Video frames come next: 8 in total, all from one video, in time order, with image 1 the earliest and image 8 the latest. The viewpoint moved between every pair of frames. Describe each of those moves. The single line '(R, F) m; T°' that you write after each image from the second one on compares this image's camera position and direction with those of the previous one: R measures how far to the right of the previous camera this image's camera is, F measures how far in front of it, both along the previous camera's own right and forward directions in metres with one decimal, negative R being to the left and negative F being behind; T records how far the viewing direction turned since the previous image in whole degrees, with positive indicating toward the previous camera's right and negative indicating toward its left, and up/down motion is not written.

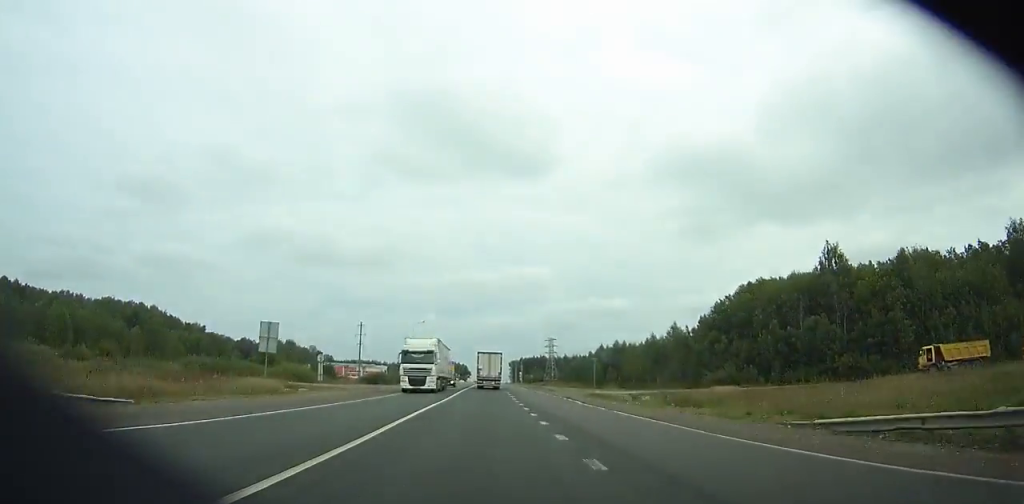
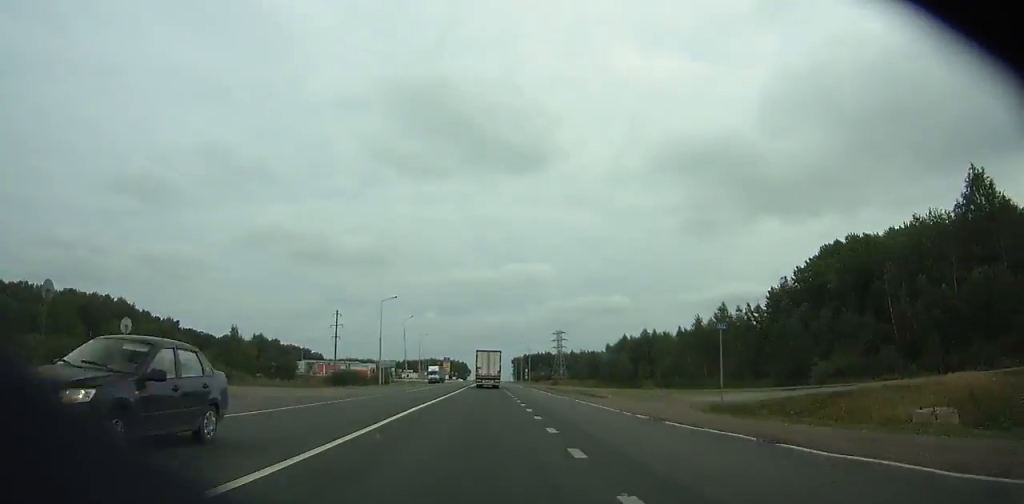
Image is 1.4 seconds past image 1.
(+0.1, +31.0) m; 0°
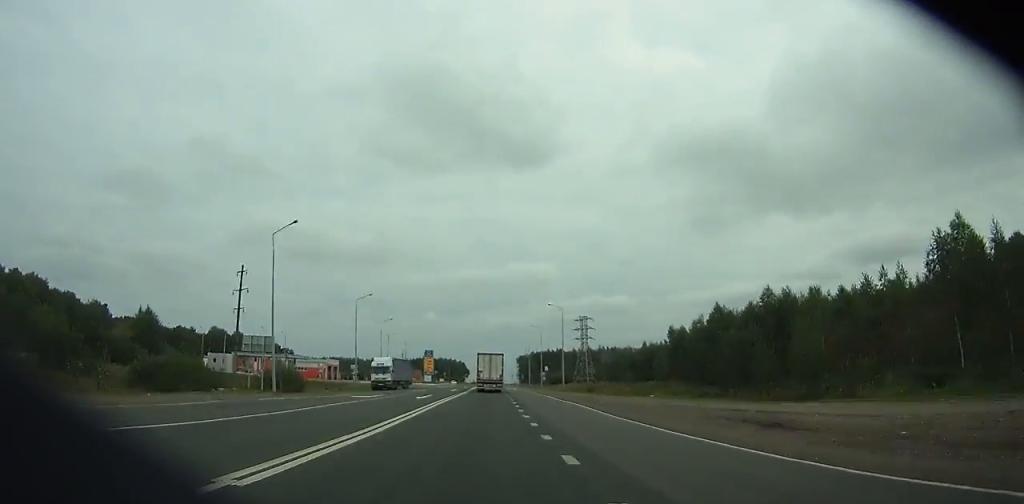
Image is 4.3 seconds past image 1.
(+0.1, +63.9) m; 0°
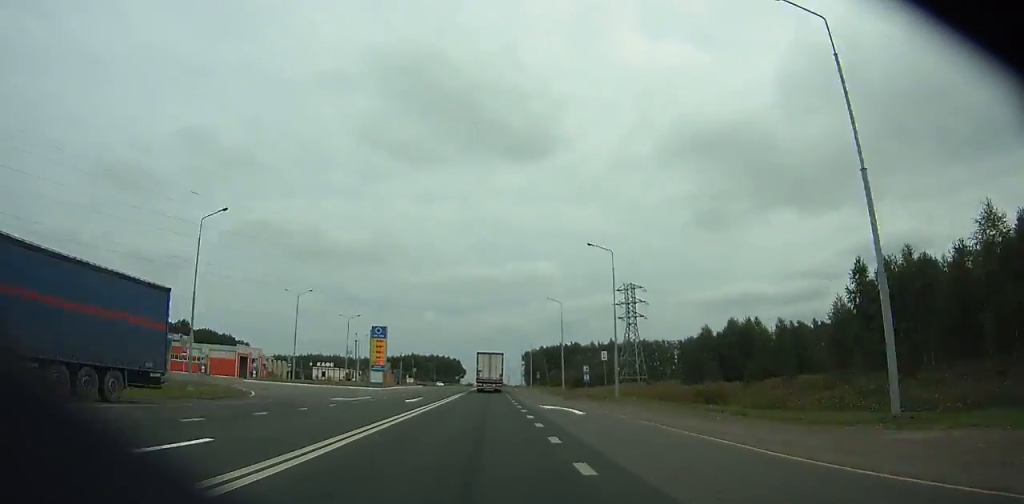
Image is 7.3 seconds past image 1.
(-0.2, +65.0) m; 0°
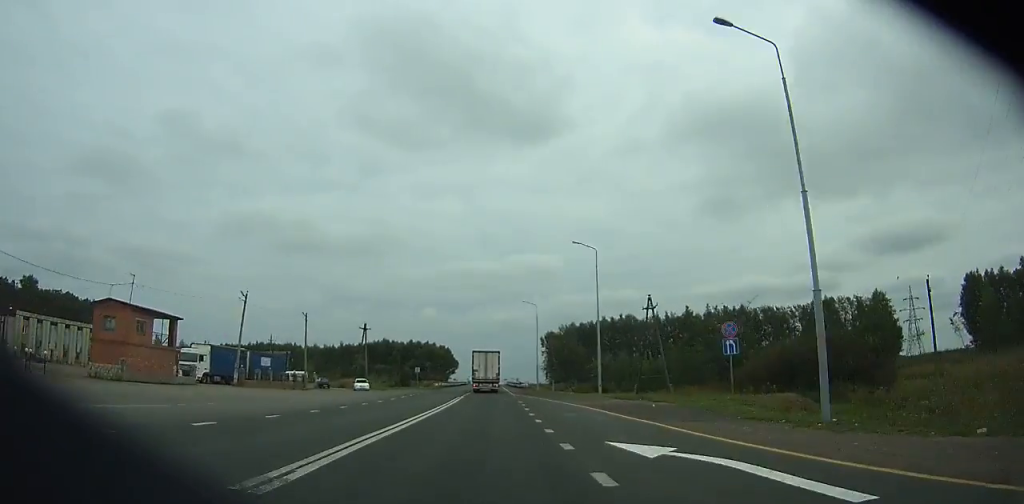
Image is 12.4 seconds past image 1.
(-0.7, +107.5) m; 0°
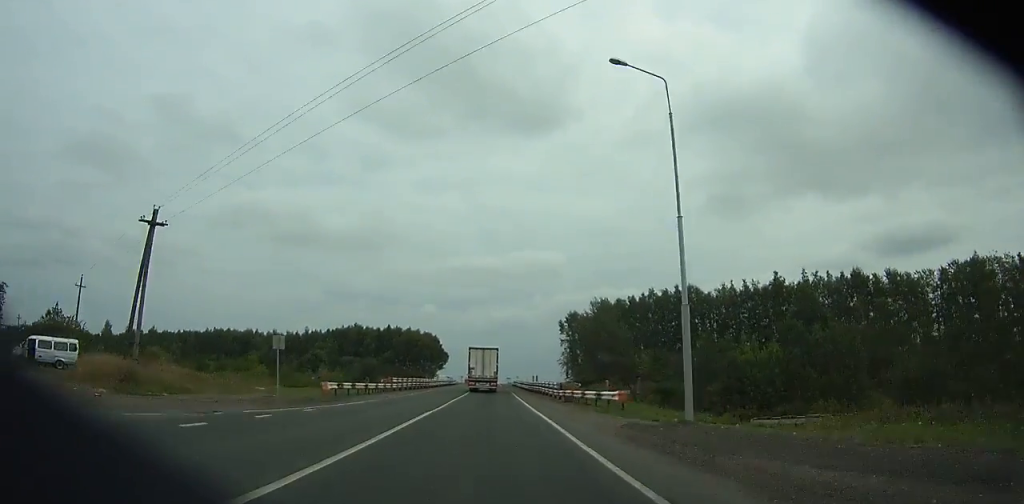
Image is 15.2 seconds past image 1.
(+0.1, +57.1) m; 0°
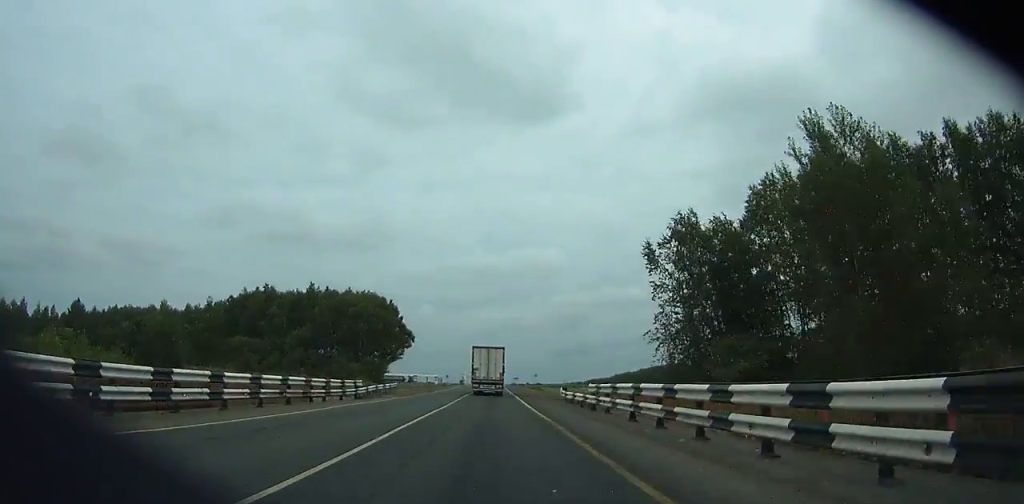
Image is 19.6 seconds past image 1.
(+0.1, +87.9) m; 0°
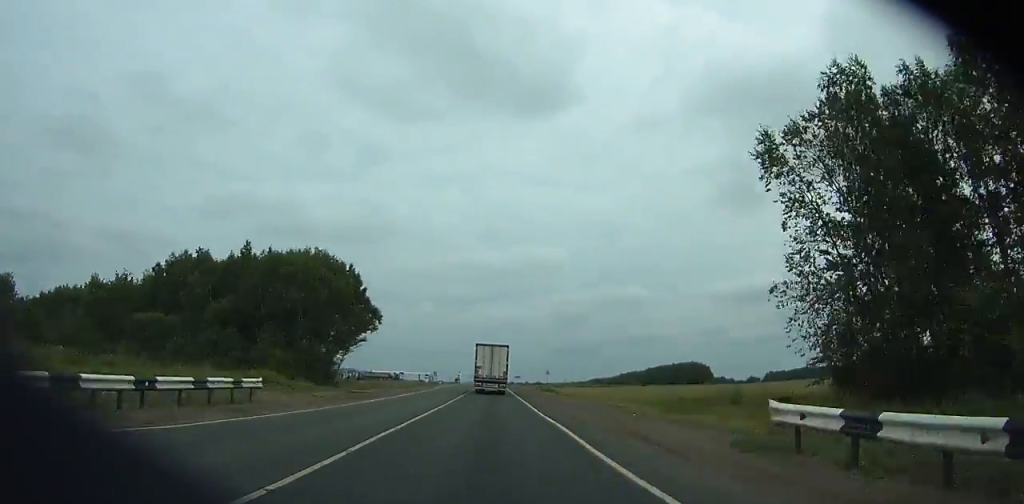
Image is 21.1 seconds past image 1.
(-0.1, +29.8) m; 0°
